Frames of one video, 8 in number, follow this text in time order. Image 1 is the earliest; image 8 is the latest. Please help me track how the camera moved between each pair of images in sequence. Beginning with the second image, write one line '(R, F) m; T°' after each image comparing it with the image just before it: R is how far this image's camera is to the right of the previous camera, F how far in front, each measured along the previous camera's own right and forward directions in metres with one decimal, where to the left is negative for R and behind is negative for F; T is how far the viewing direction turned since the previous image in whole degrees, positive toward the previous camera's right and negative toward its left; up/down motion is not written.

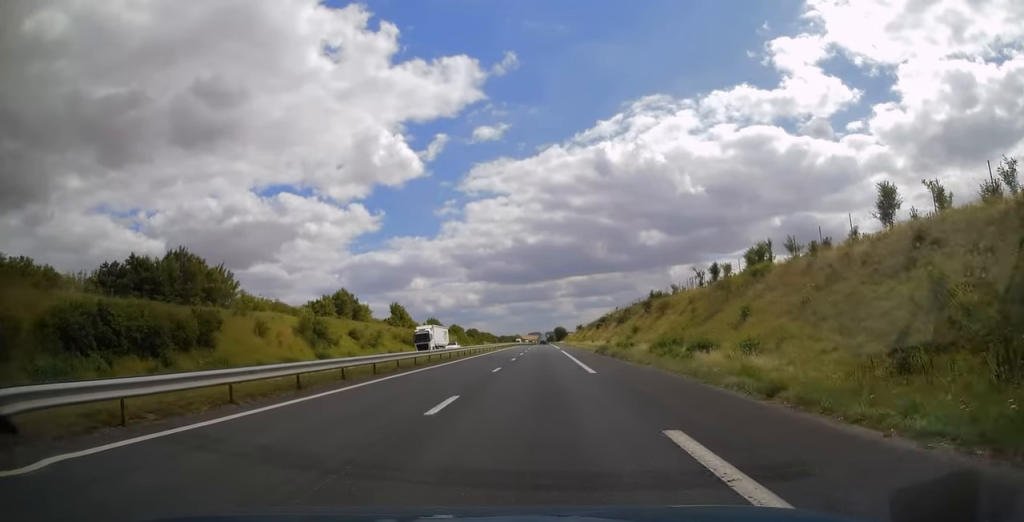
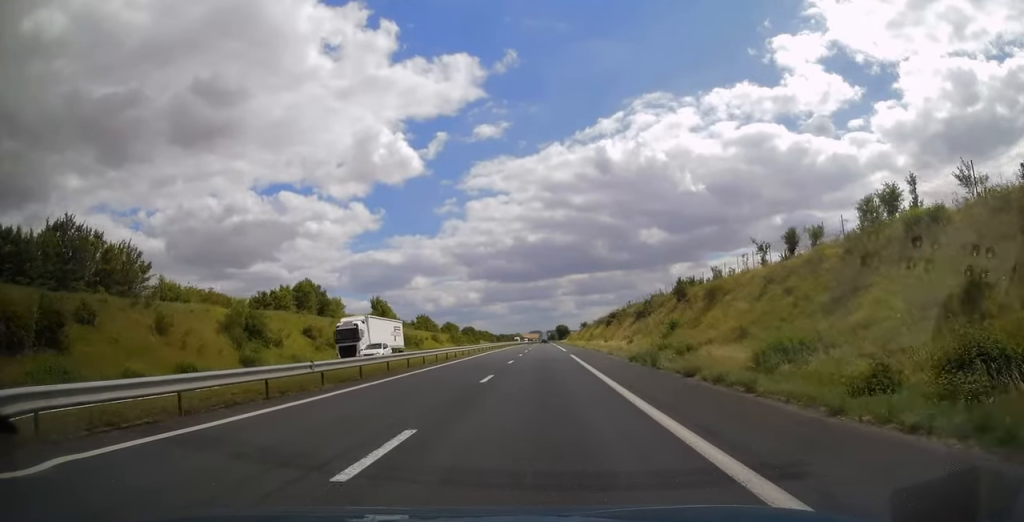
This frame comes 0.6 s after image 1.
(-0.1, +18.3) m; 0°
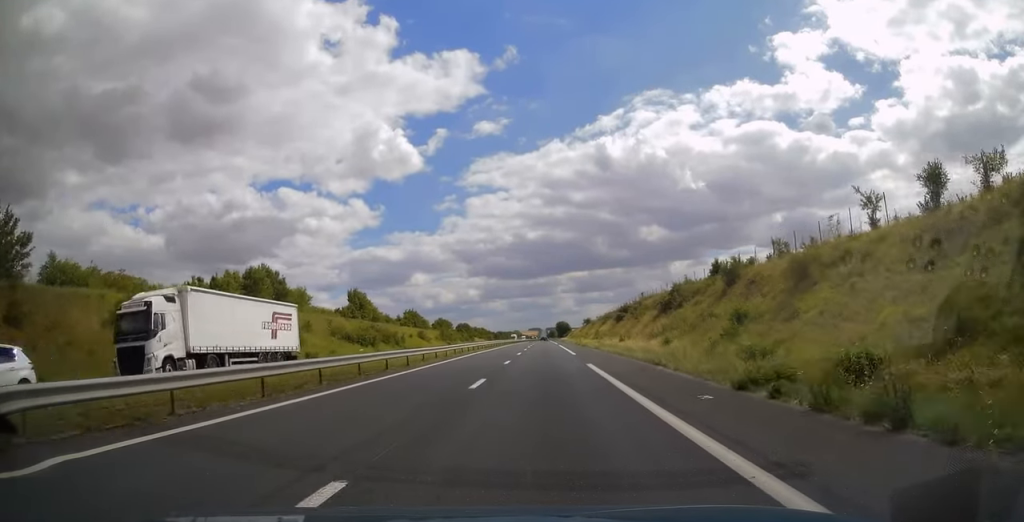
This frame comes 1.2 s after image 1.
(0.0, +16.3) m; 0°
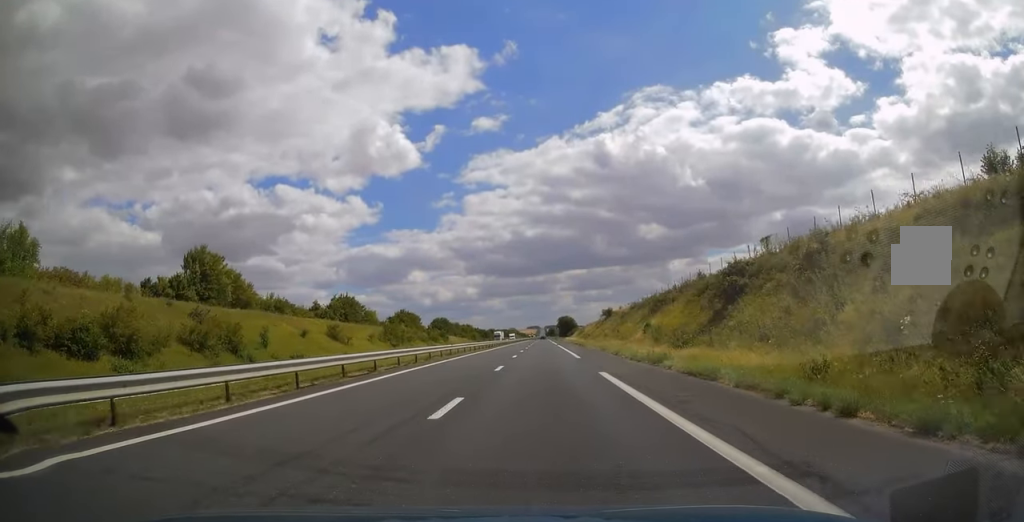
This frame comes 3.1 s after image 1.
(0.0, +57.7) m; 0°
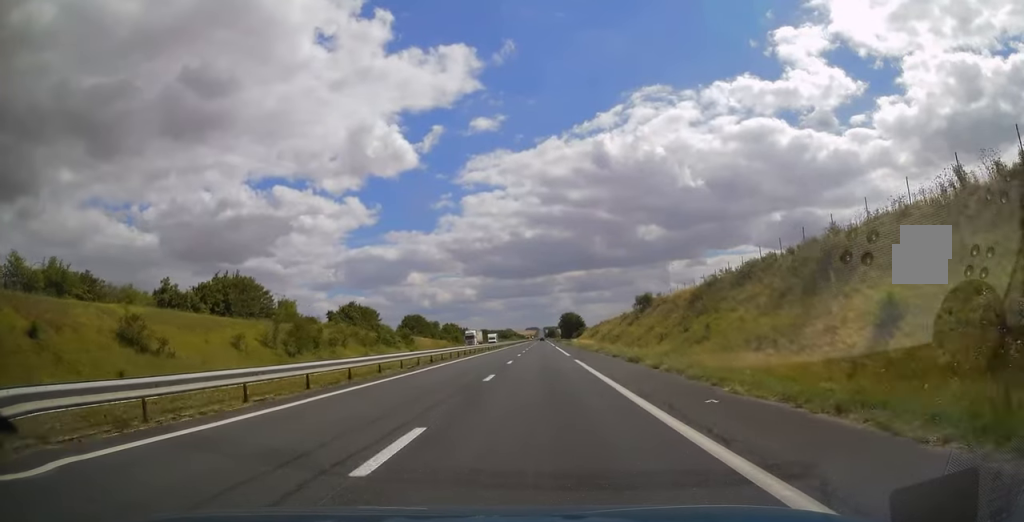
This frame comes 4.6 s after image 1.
(+0.1, +43.0) m; 0°
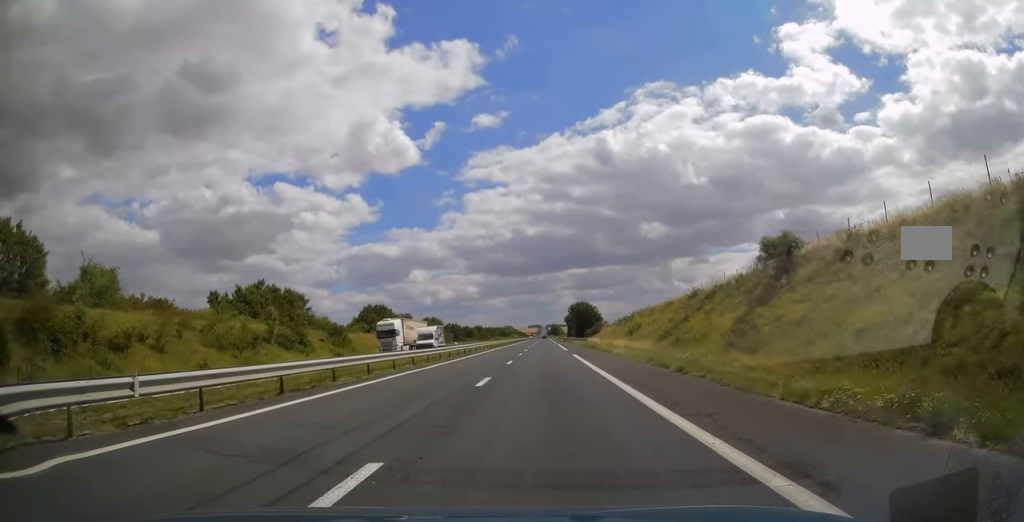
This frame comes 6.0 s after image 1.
(-0.1, +42.0) m; 0°
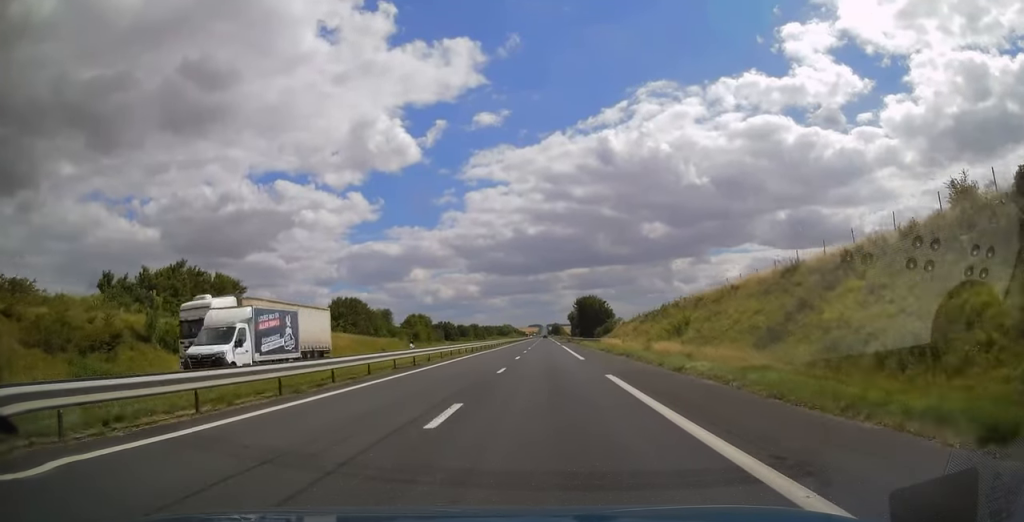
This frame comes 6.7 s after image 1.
(0.0, +20.2) m; 0°
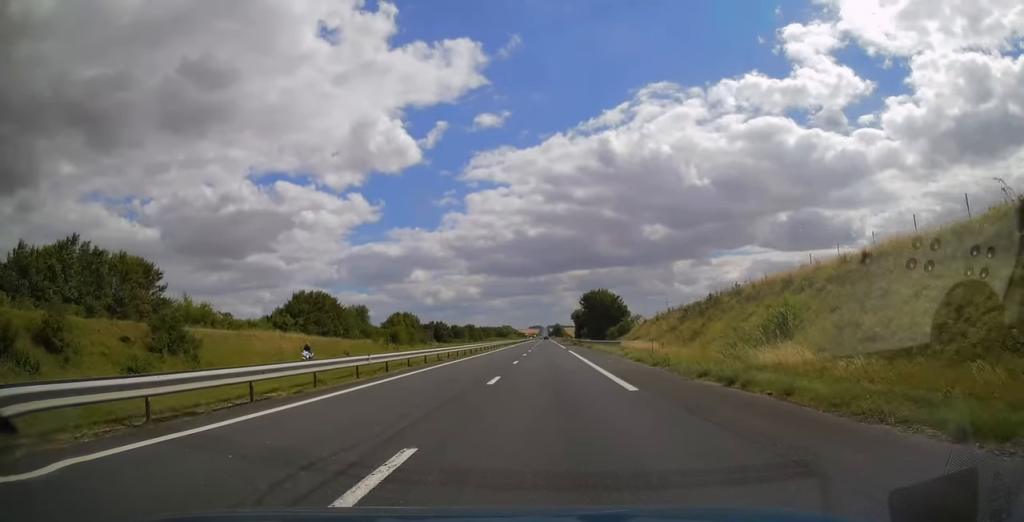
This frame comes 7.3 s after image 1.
(0.0, +17.8) m; 0°
